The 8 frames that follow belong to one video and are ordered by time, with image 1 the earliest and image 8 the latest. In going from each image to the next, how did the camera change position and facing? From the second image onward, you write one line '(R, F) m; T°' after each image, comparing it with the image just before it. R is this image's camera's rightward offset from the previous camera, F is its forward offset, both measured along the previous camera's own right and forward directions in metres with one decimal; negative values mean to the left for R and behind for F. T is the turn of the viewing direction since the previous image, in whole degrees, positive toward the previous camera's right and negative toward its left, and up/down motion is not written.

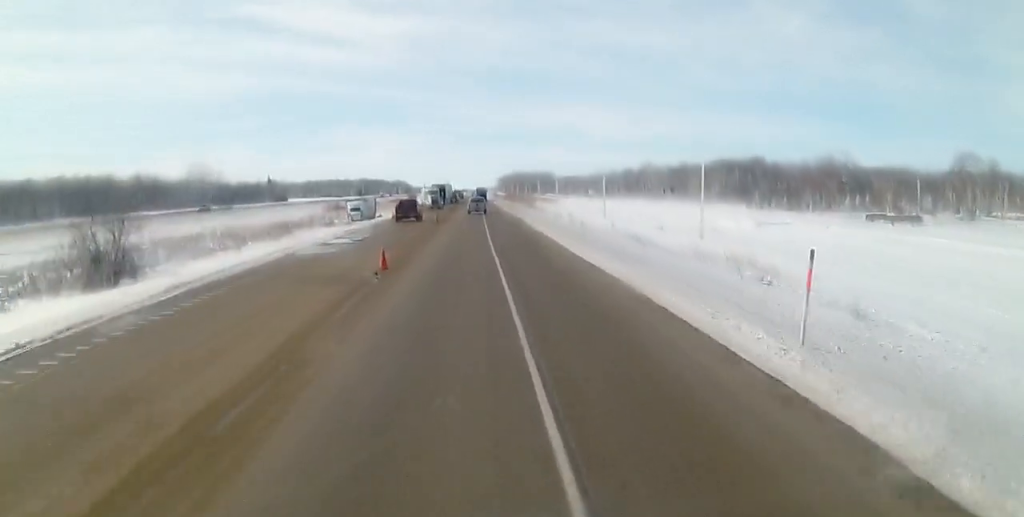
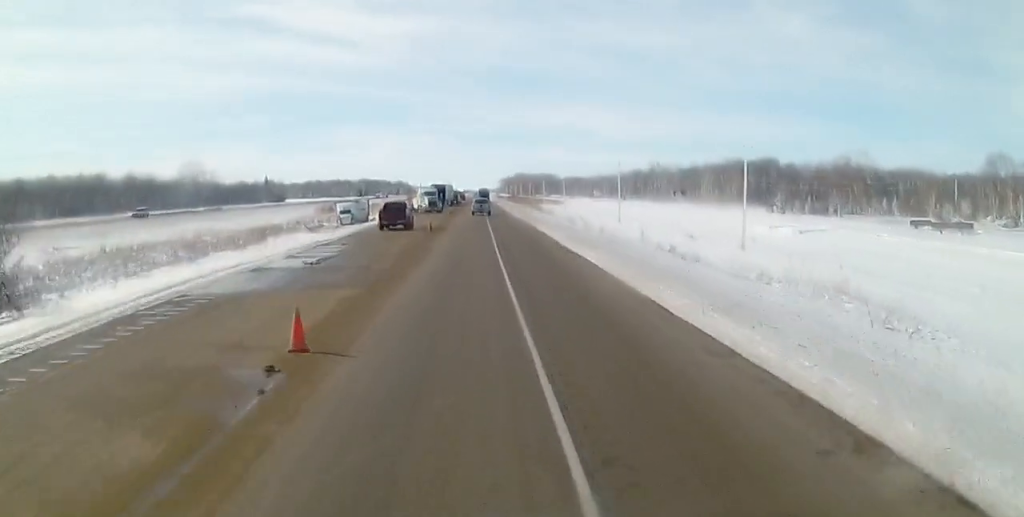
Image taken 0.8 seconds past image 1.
(-0.5, +14.0) m; 0°
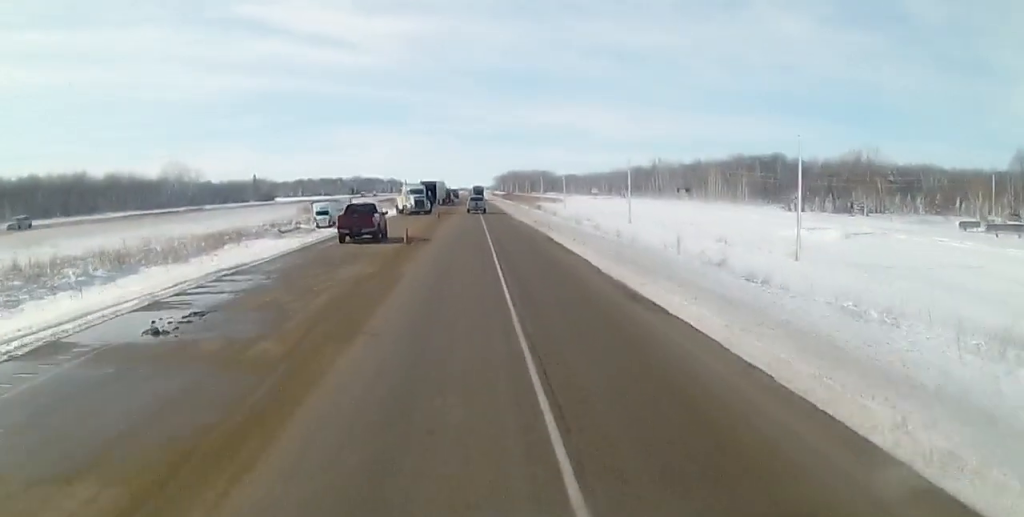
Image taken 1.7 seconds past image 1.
(+0.5, +15.0) m; 0°
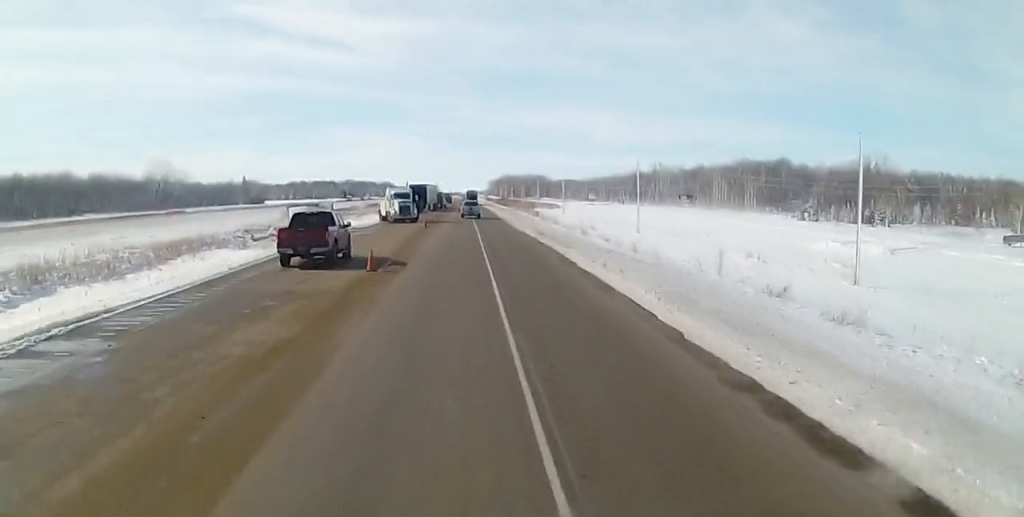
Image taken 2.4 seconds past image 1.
(-0.2, +11.6) m; 0°
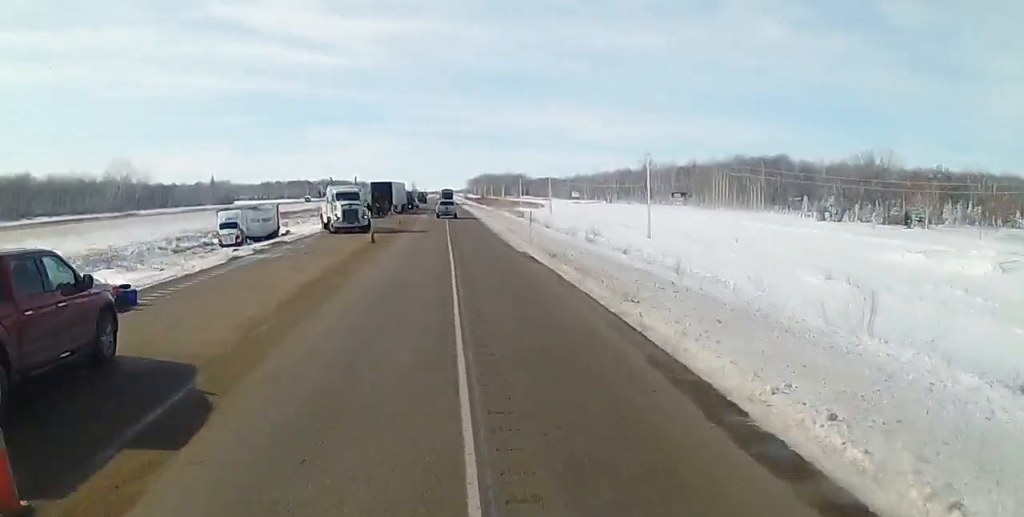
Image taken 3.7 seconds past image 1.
(+0.3, +21.3) m; +2°
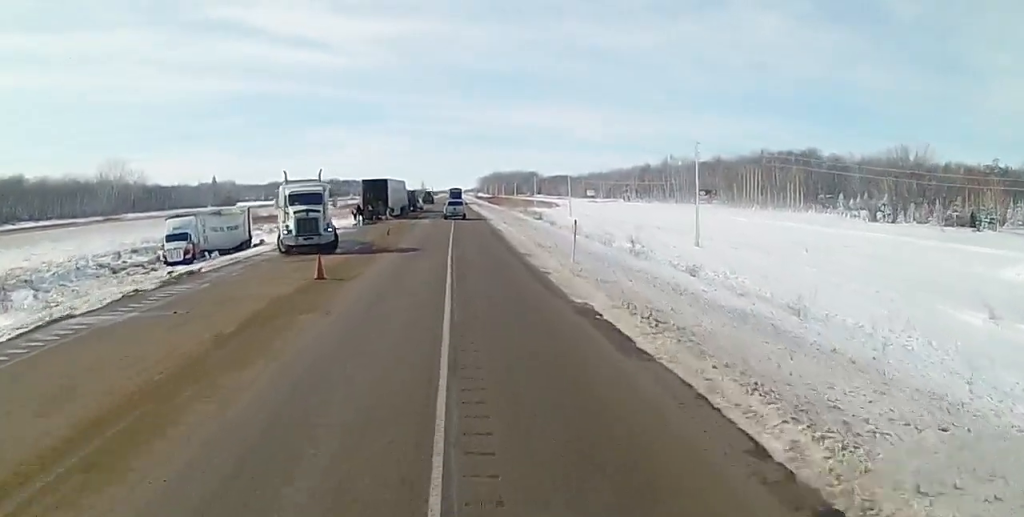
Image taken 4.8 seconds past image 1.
(+0.1, +17.2) m; 0°
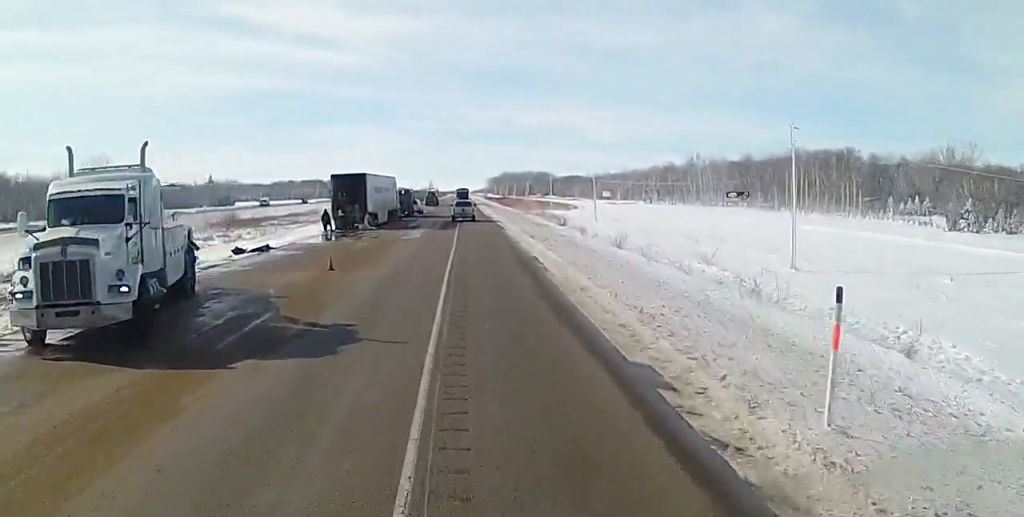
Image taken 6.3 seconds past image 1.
(-0.5, +23.3) m; -2°
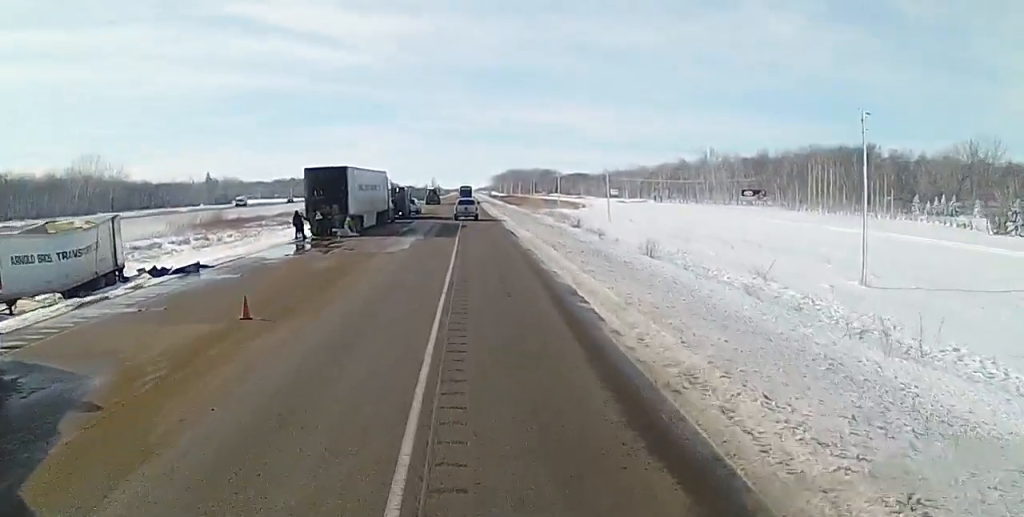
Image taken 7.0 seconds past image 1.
(-0.3, +10.8) m; 0°
